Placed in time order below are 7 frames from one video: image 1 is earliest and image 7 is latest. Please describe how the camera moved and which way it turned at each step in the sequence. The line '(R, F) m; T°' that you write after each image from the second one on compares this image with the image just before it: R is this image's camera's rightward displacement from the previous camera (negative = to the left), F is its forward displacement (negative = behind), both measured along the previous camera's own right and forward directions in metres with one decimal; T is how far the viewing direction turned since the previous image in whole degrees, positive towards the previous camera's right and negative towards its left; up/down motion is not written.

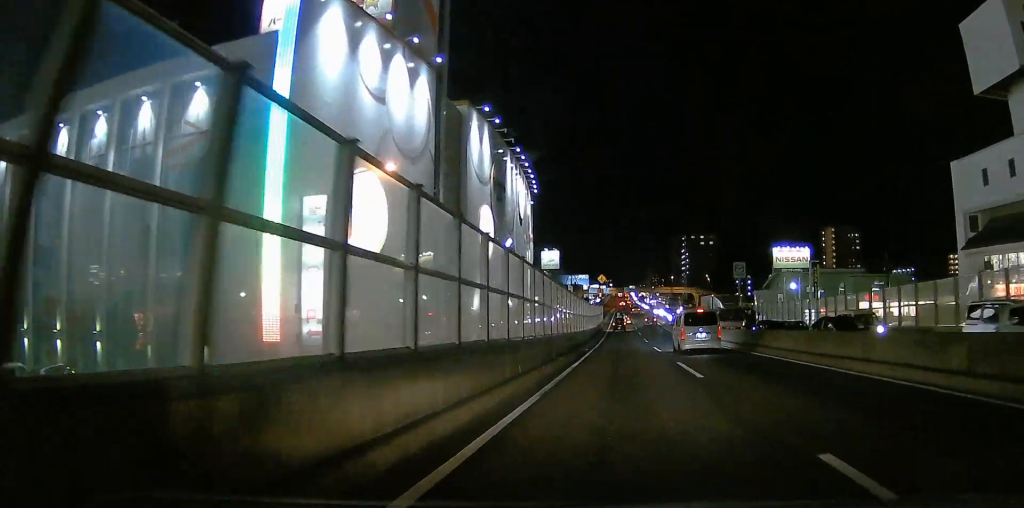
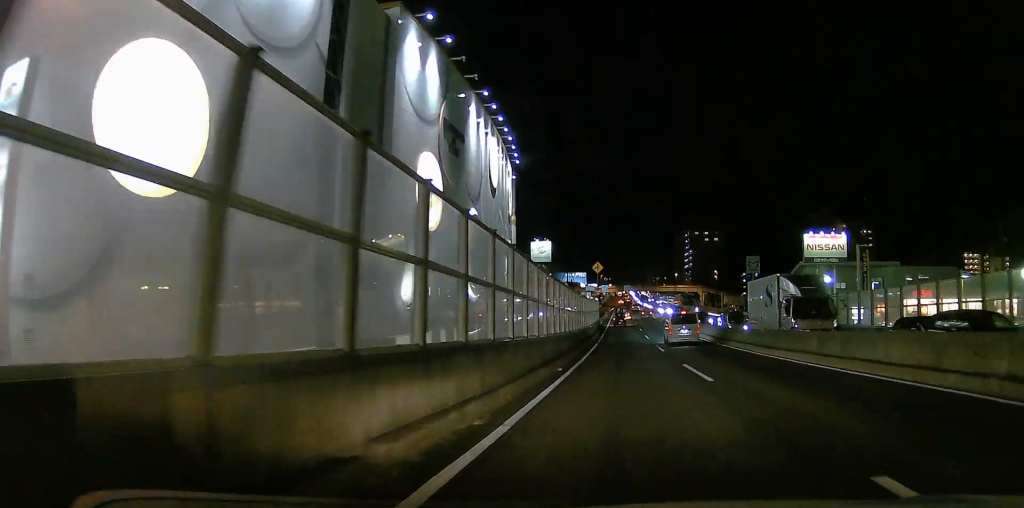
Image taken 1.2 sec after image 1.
(-0.2, +16.1) m; -1°
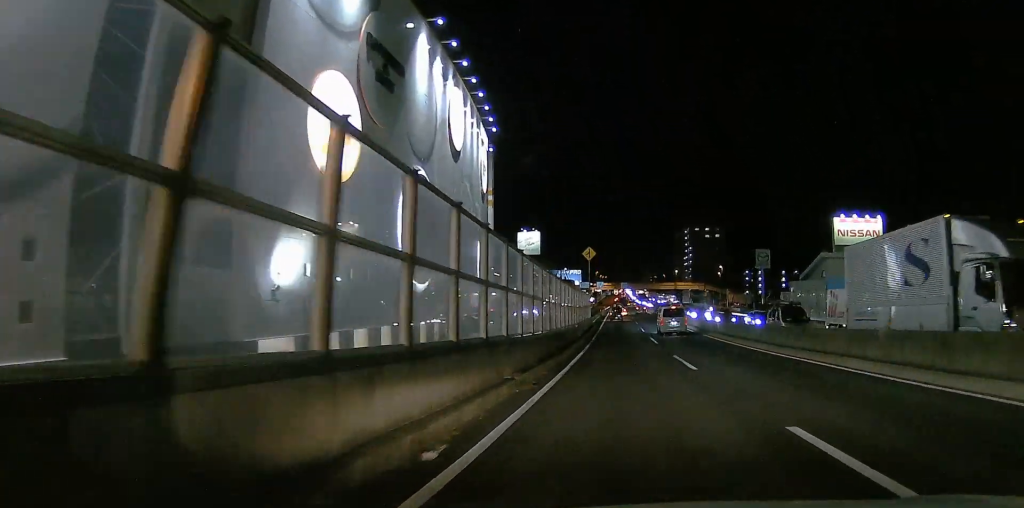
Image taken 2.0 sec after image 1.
(0.0, +12.3) m; 0°
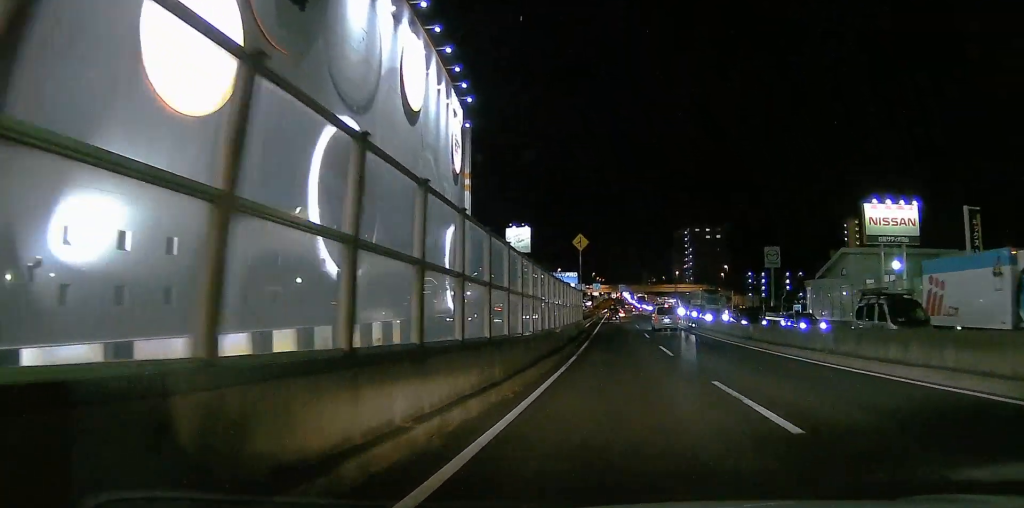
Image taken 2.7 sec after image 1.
(+0.1, +9.3) m; 0°
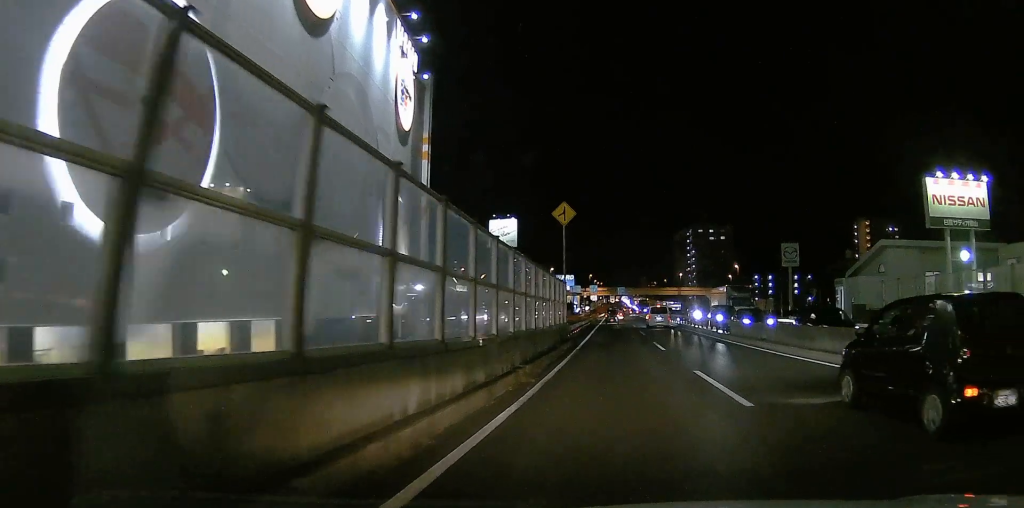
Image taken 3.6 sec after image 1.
(-0.1, +12.5) m; -1°
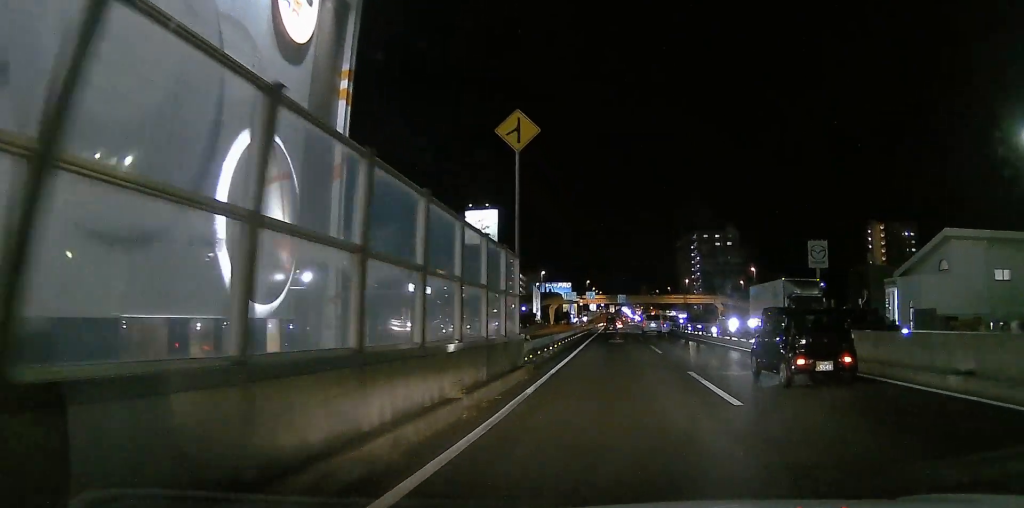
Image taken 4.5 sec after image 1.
(0.0, +14.3) m; 0°
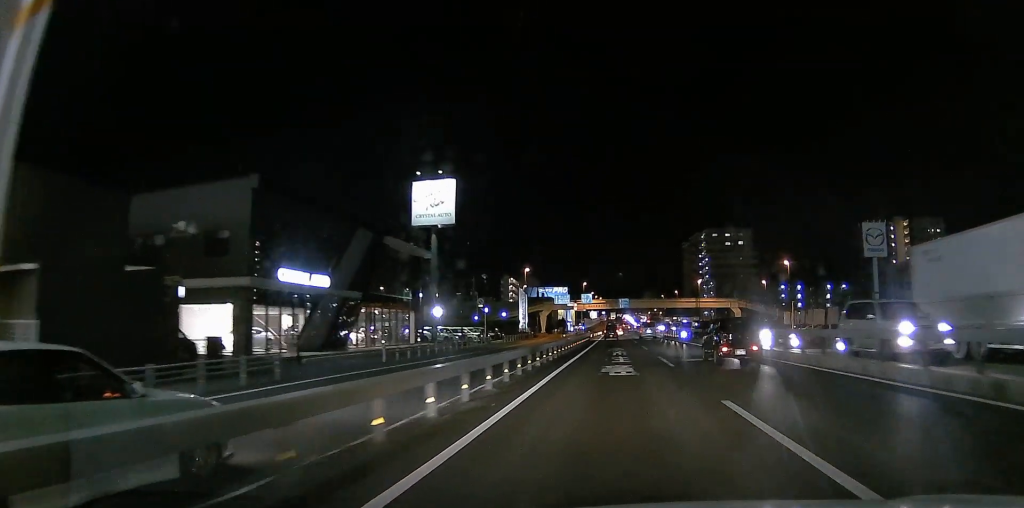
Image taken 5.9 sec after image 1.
(-0.2, +20.0) m; 0°
